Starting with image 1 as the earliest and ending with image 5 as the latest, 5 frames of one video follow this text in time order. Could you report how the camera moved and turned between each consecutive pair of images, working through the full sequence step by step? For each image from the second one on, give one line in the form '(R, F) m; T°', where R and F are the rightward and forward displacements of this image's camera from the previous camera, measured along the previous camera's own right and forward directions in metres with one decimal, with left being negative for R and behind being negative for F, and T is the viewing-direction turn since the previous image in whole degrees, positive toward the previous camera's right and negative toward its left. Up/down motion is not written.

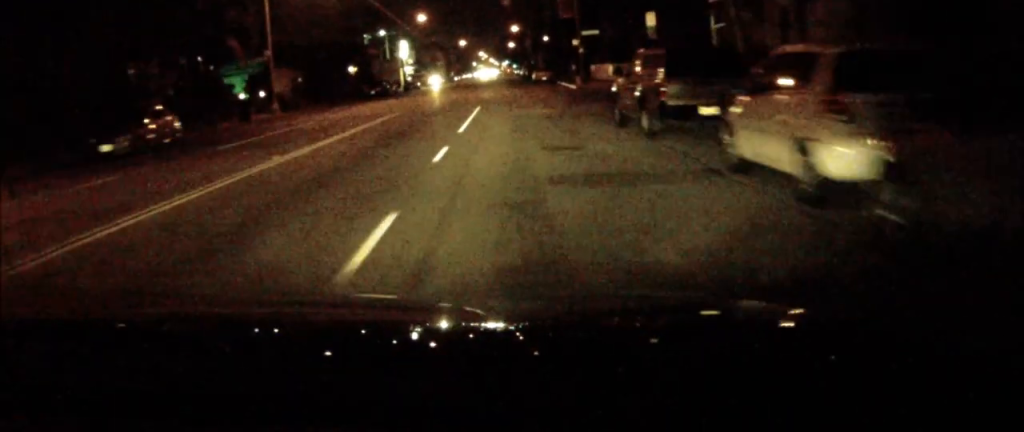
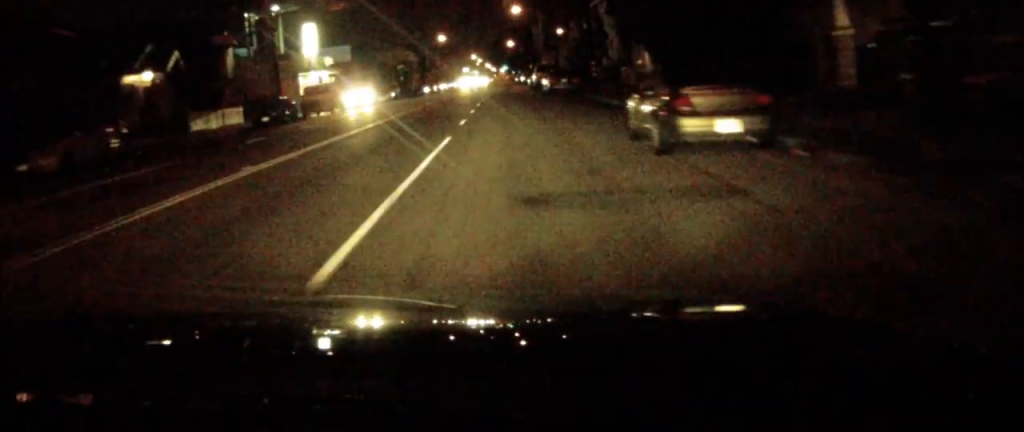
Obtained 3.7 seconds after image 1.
(-0.8, +61.7) m; -1°
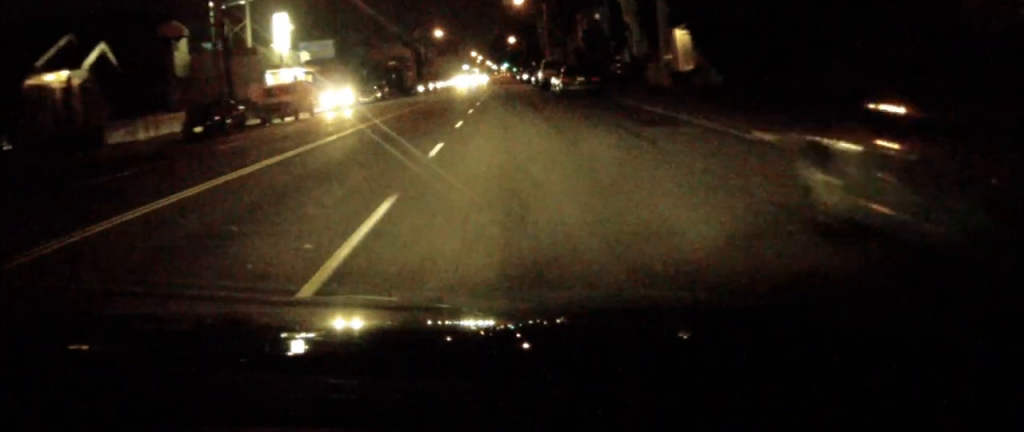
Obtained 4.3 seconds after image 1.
(0.0, +9.5) m; 0°
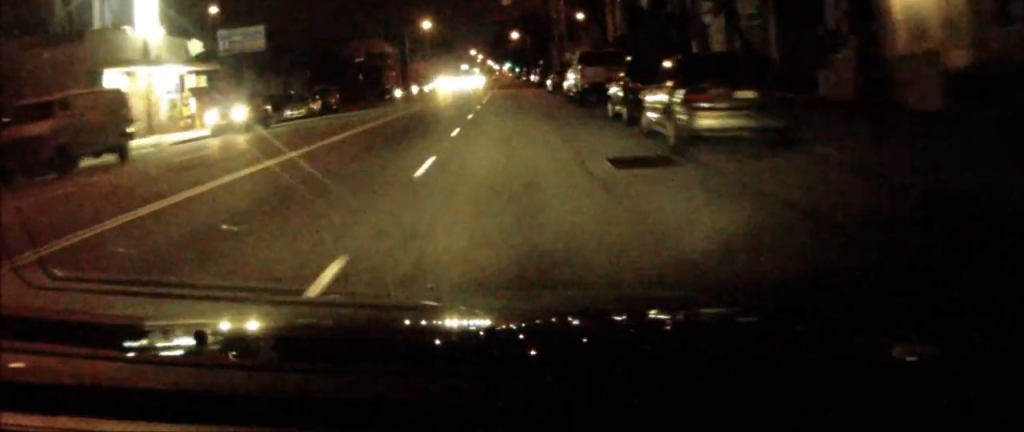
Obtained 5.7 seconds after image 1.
(0.0, +24.6) m; 0°
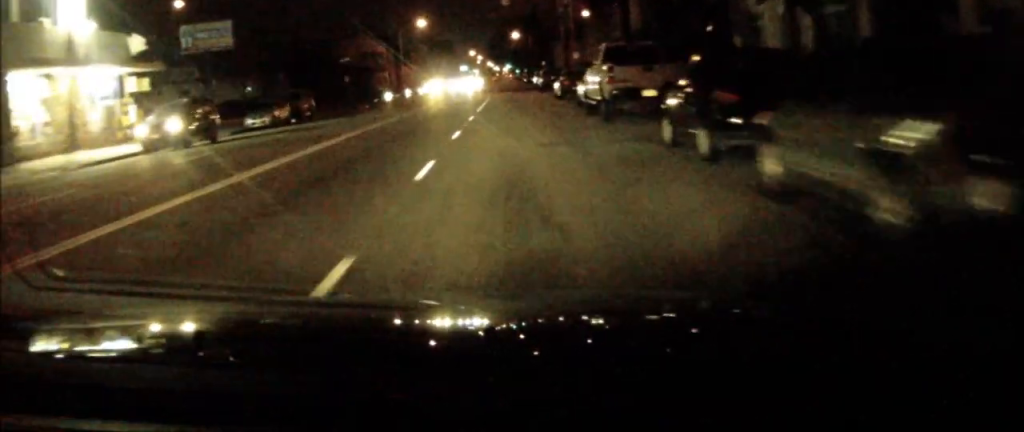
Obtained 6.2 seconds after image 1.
(0.0, +7.2) m; 0°
